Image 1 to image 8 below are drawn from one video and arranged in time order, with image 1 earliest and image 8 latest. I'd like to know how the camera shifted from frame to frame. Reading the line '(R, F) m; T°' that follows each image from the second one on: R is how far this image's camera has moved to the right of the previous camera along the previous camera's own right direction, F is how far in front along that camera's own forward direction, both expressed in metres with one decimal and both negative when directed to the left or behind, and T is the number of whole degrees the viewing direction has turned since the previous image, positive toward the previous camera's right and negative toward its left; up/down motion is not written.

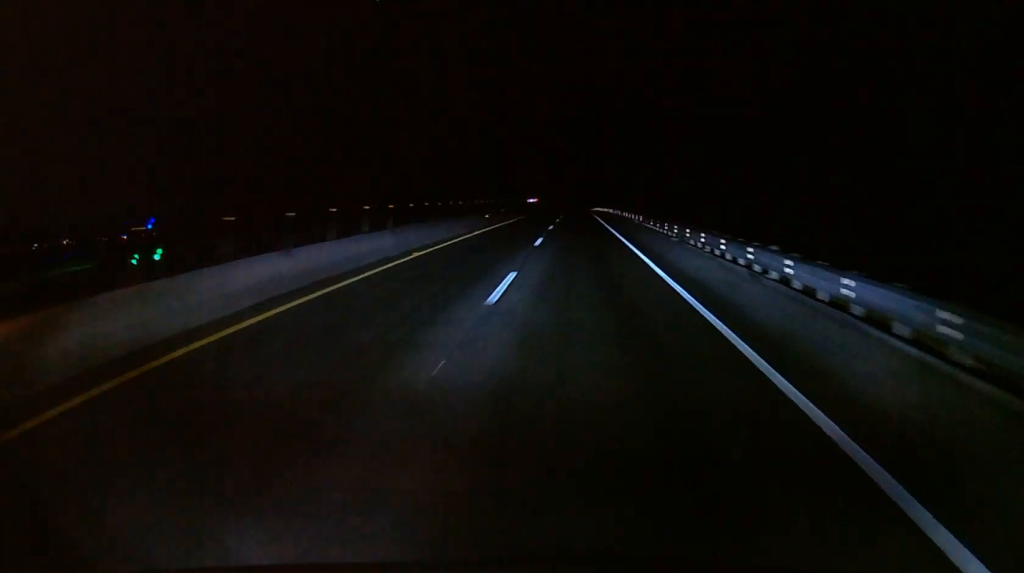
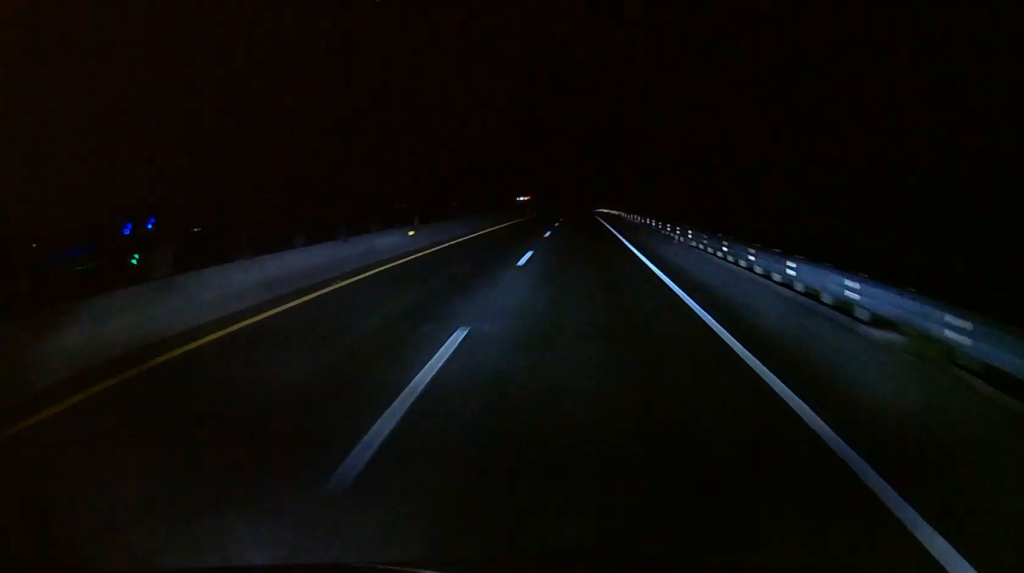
(0.0, +23.0) m; +1°
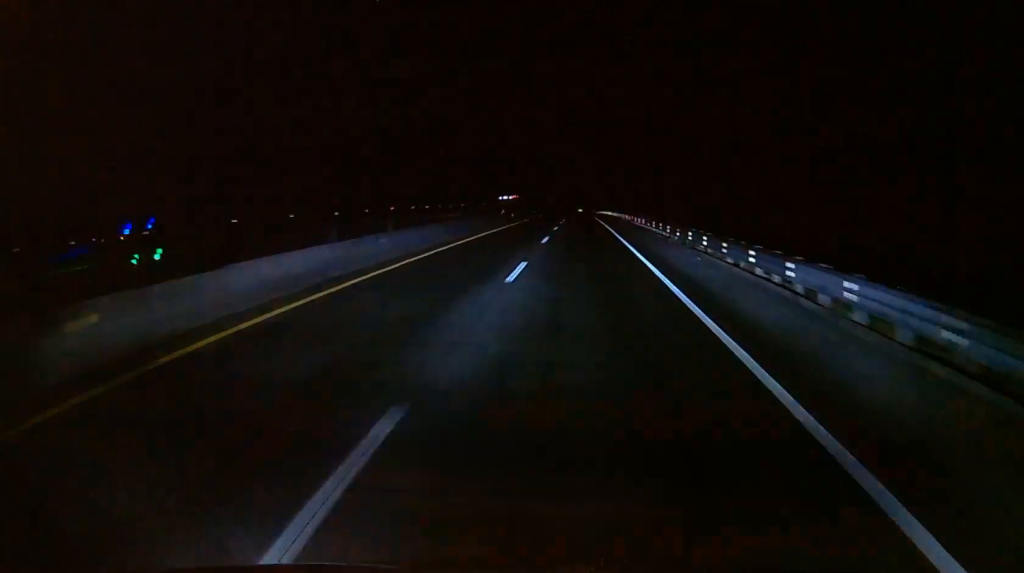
(+0.1, +19.8) m; 0°
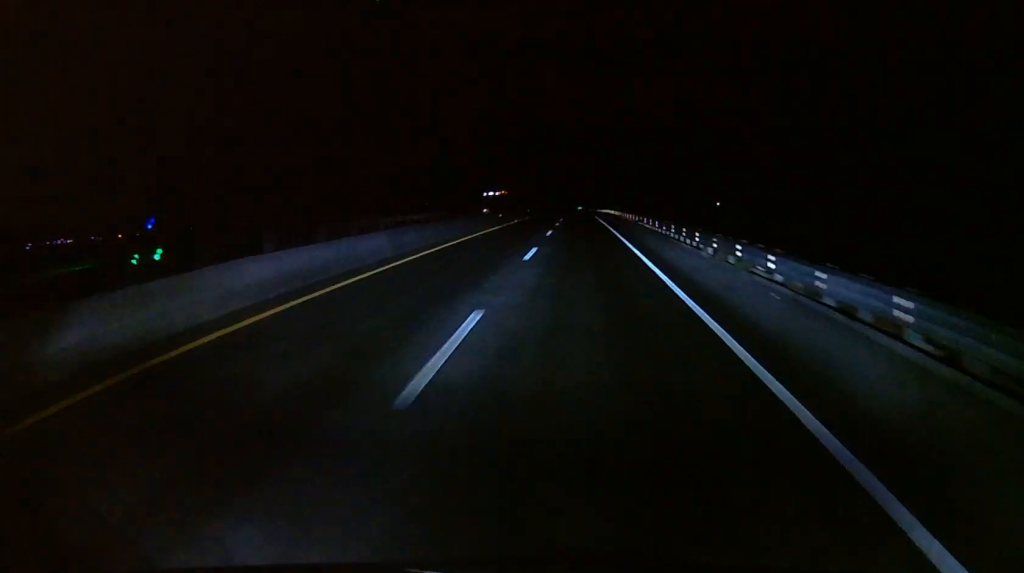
(0.0, +10.4) m; 0°
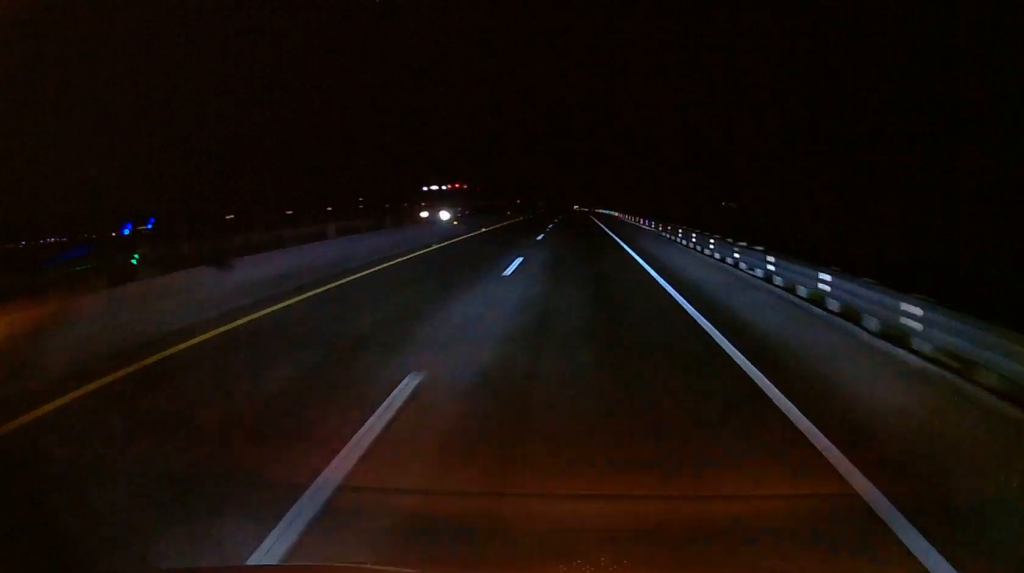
(0.0, +19.1) m; +1°
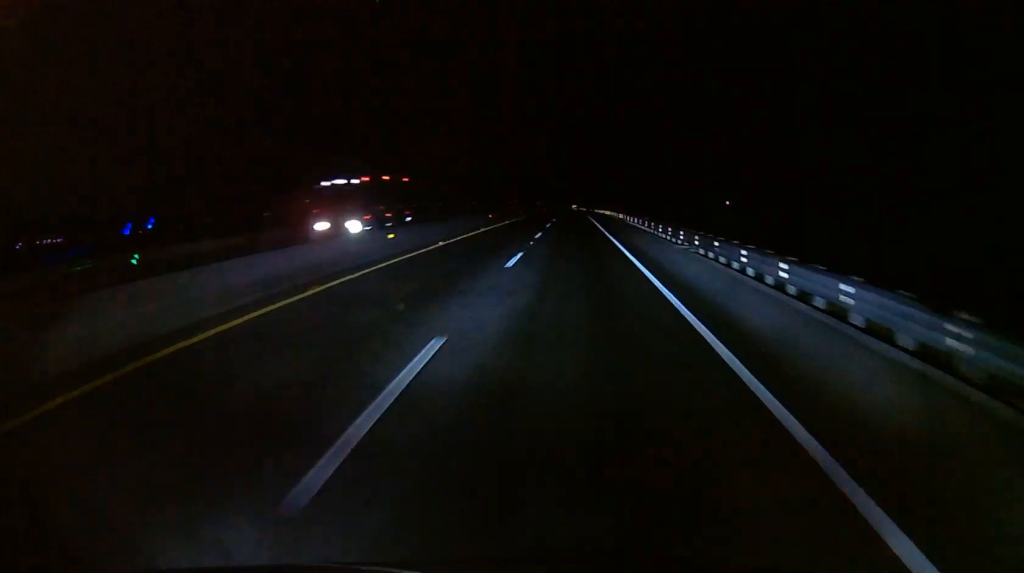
(+0.1, +12.7) m; +1°
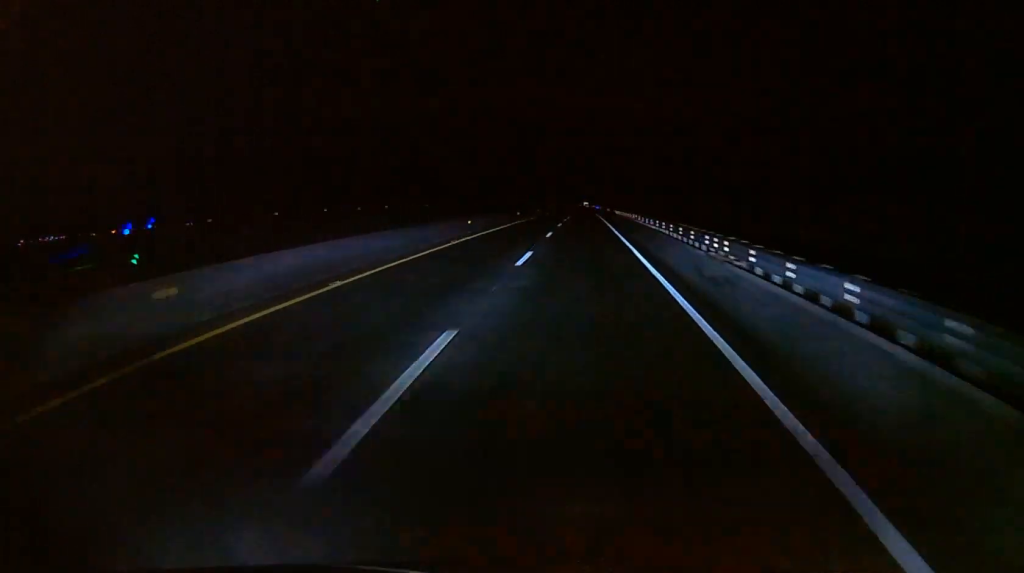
(+0.6, +46.2) m; -2°
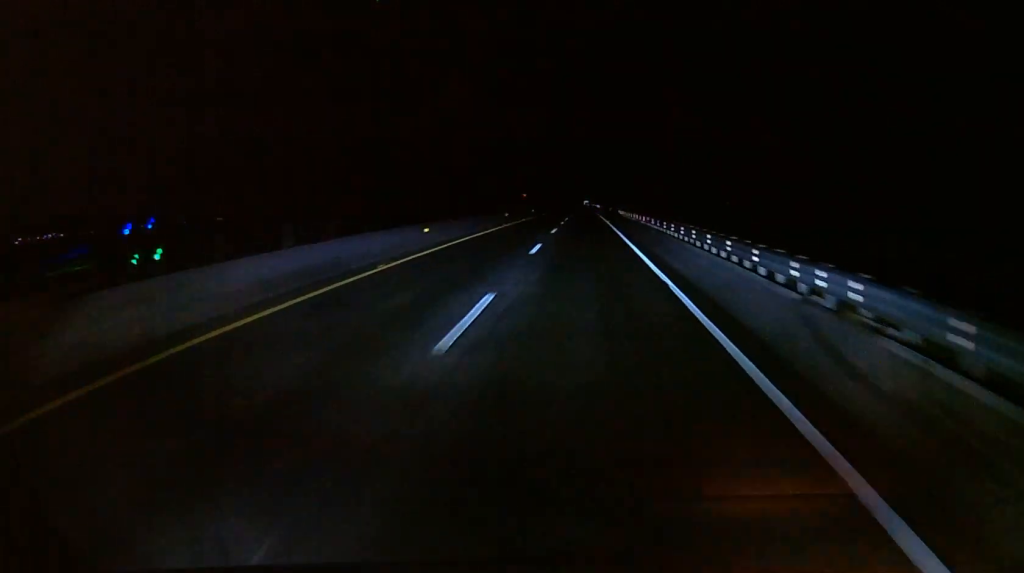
(-0.4, +11.1) m; -2°
